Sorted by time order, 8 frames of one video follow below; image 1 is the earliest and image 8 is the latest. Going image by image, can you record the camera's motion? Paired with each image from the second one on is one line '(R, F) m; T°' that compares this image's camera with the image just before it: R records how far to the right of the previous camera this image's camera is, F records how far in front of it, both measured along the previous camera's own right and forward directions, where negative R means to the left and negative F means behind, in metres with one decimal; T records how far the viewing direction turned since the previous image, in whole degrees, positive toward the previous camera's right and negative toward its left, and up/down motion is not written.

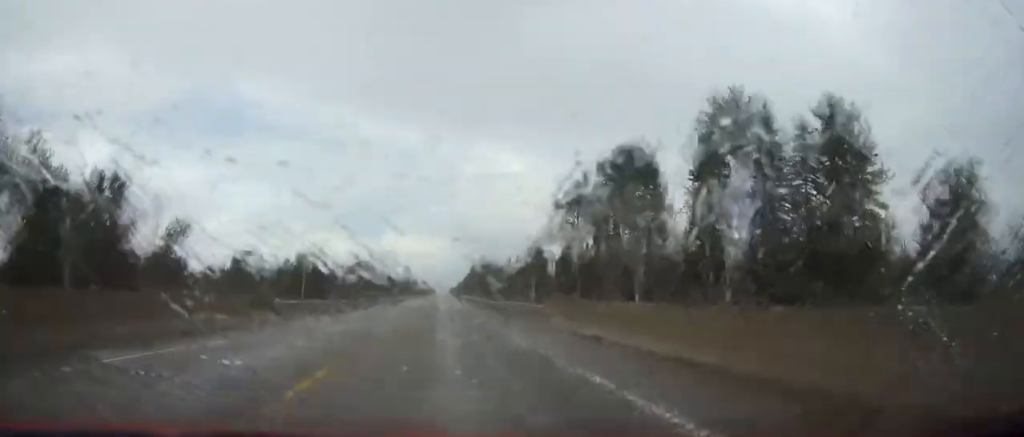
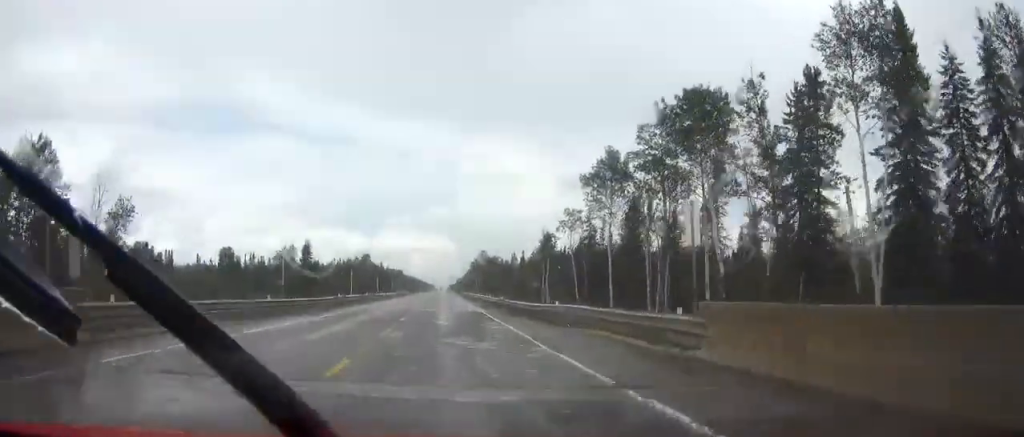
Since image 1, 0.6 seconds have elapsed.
(0.0, +16.9) m; 0°
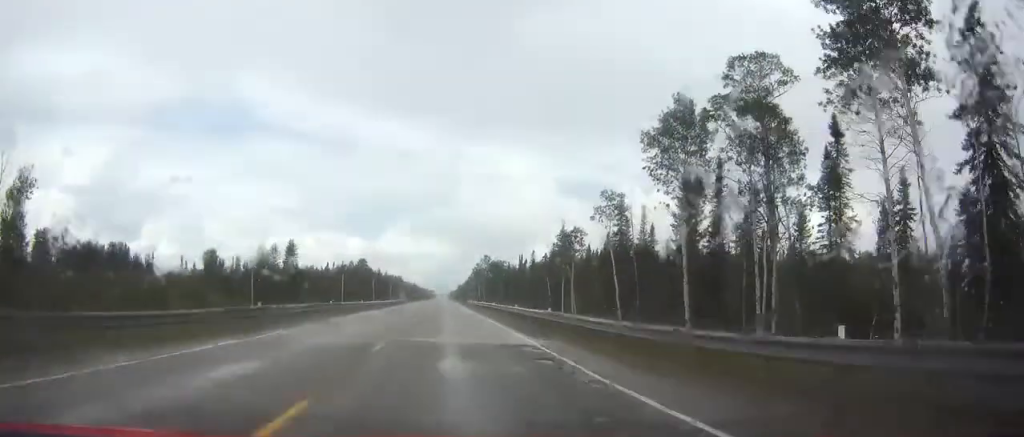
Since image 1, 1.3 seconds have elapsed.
(0.0, +20.7) m; 0°
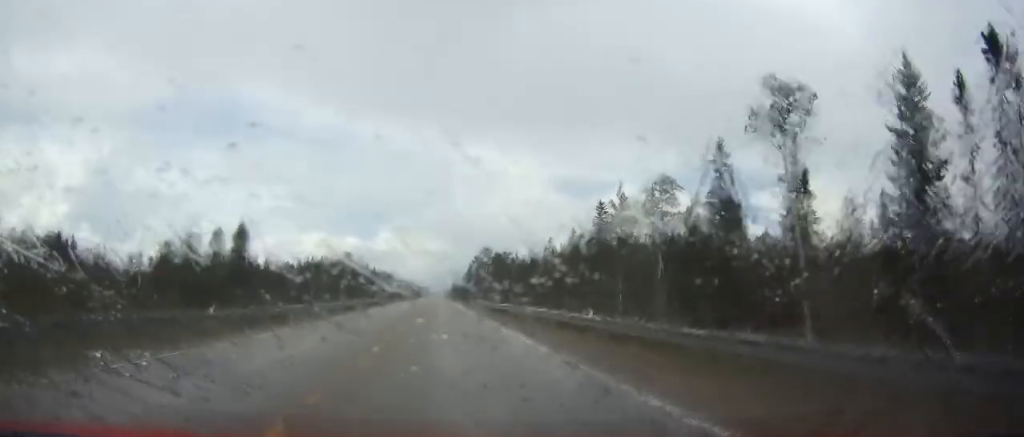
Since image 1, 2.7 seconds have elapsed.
(+0.1, +38.5) m; 0°
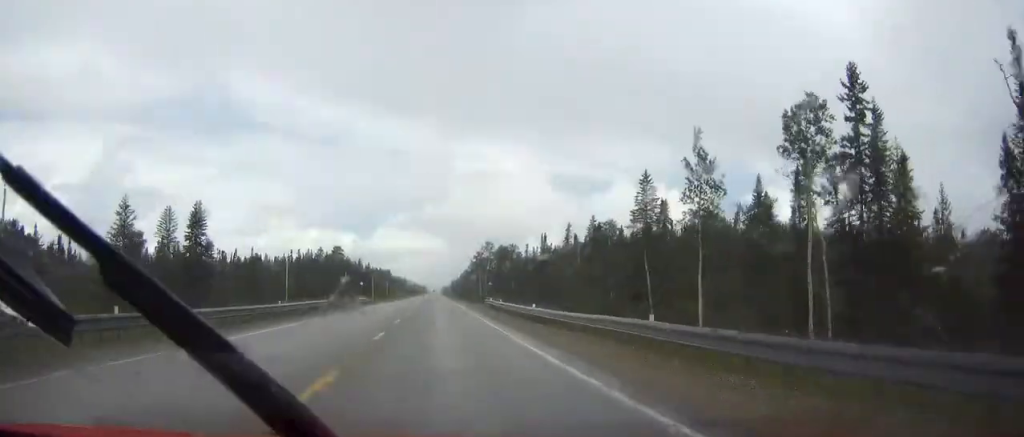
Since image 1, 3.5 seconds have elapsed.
(0.0, +23.4) m; 0°
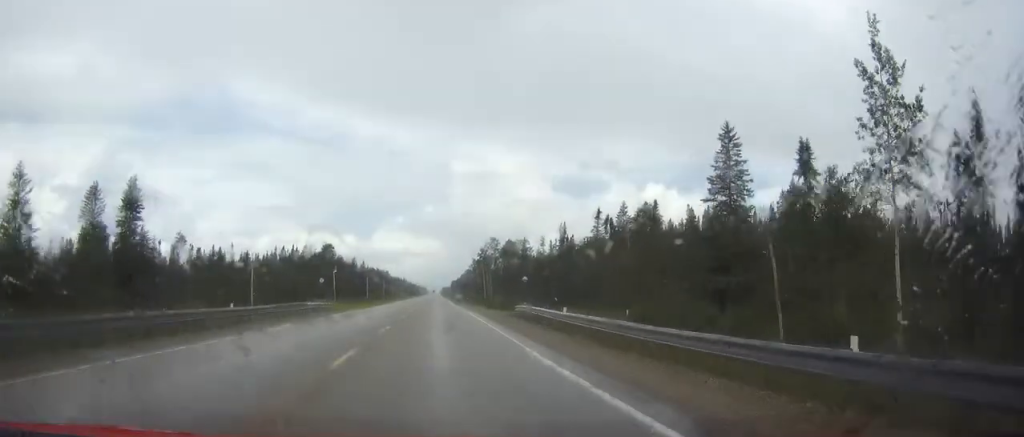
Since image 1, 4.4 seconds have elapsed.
(0.0, +24.4) m; 0°
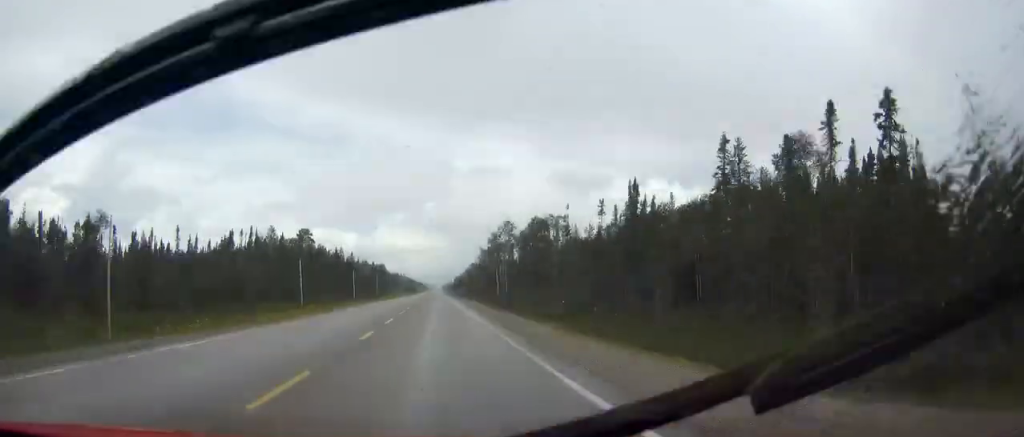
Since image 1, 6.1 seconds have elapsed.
(0.0, +48.8) m; 0°
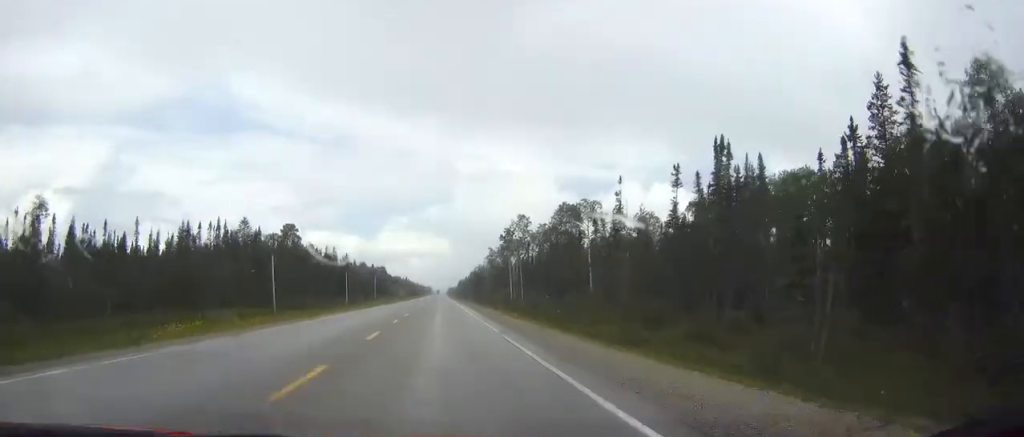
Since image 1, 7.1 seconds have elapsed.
(0.0, +27.2) m; 0°
